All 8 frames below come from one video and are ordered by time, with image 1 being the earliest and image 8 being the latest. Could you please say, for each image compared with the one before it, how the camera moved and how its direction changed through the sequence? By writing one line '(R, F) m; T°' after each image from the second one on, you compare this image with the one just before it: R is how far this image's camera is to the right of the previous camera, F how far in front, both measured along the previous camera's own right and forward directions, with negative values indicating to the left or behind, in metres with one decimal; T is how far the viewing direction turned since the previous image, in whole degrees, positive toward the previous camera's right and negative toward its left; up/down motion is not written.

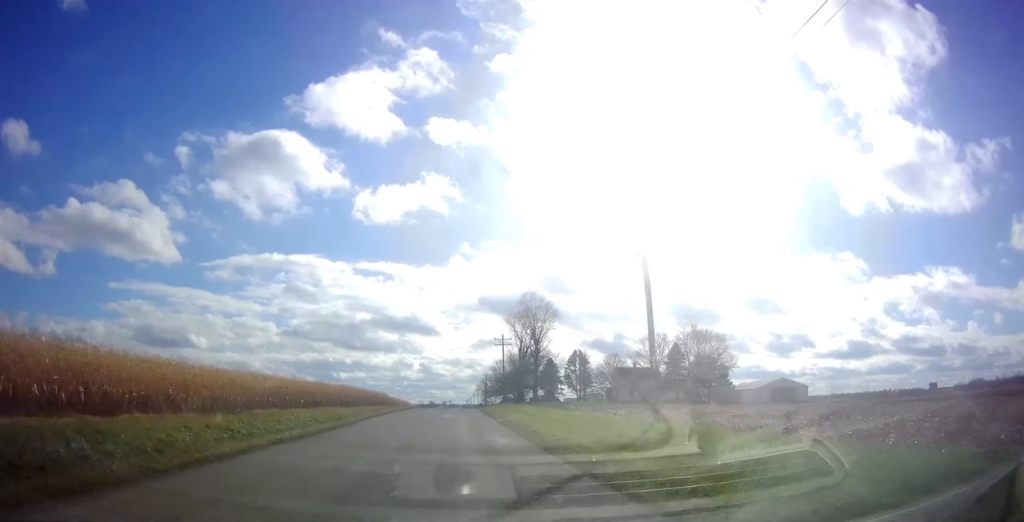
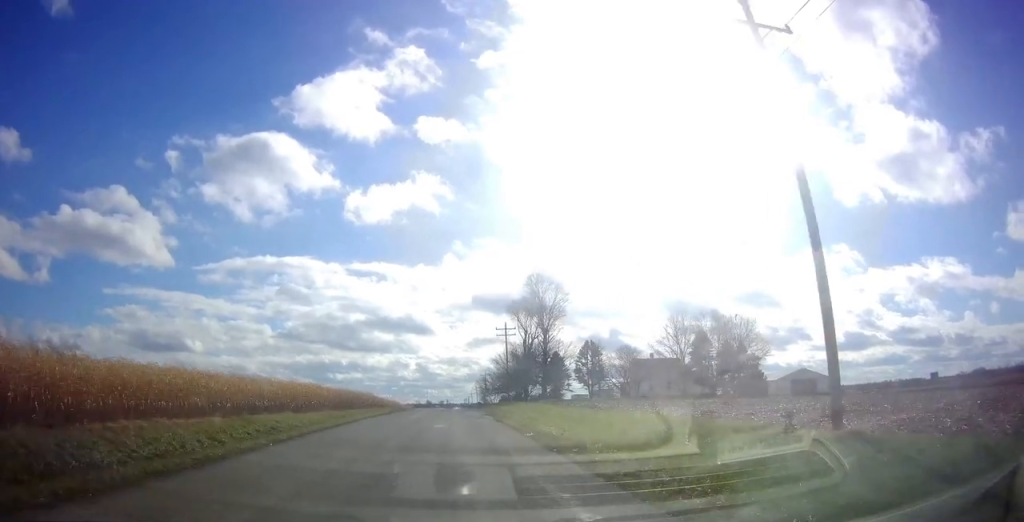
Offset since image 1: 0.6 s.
(+0.1, +13.3) m; +1°
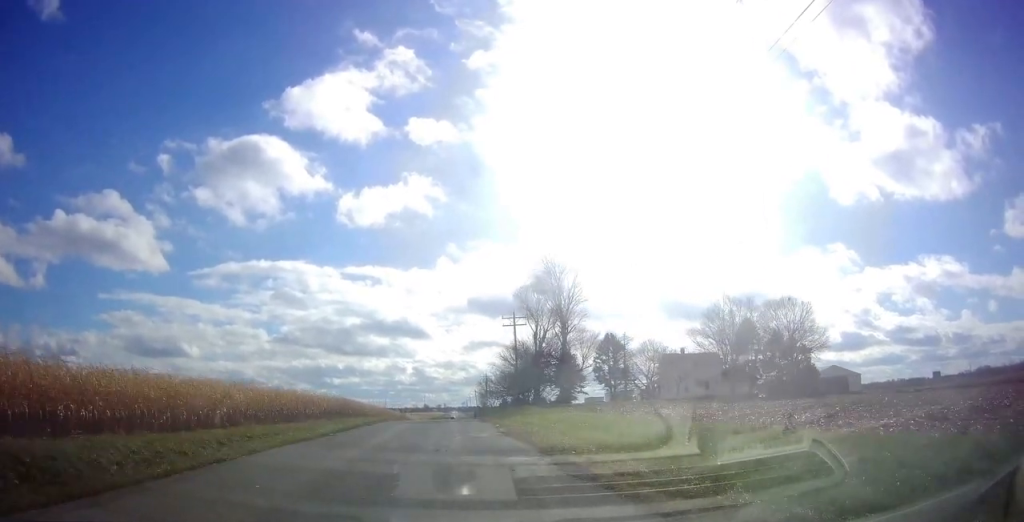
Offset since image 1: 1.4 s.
(0.0, +17.1) m; 0°
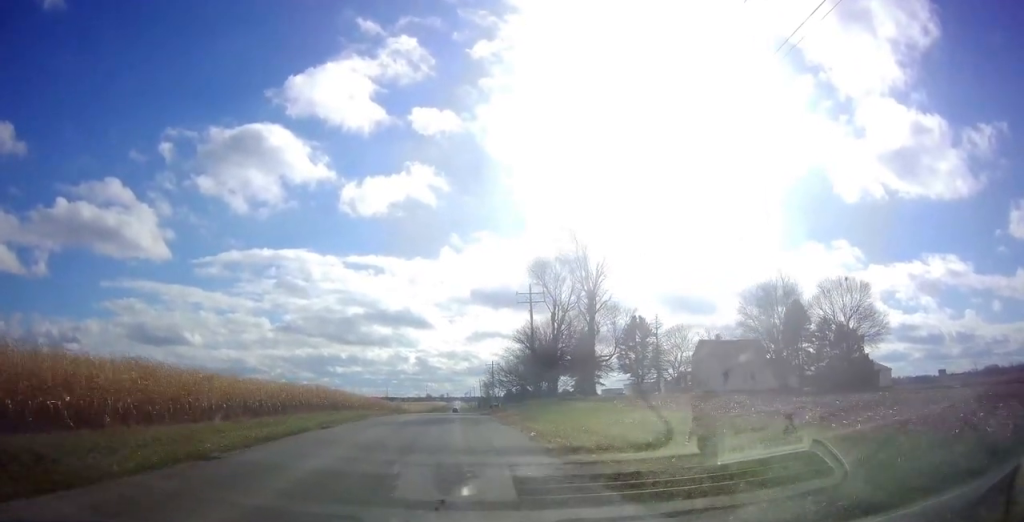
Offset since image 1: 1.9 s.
(0.0, +11.9) m; -1°
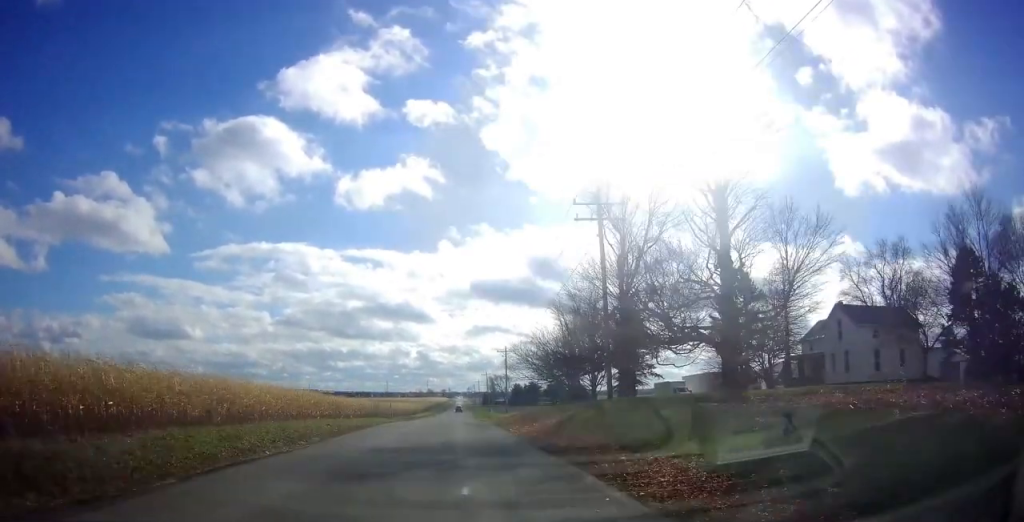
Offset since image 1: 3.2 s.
(-0.8, +29.4) m; -1°
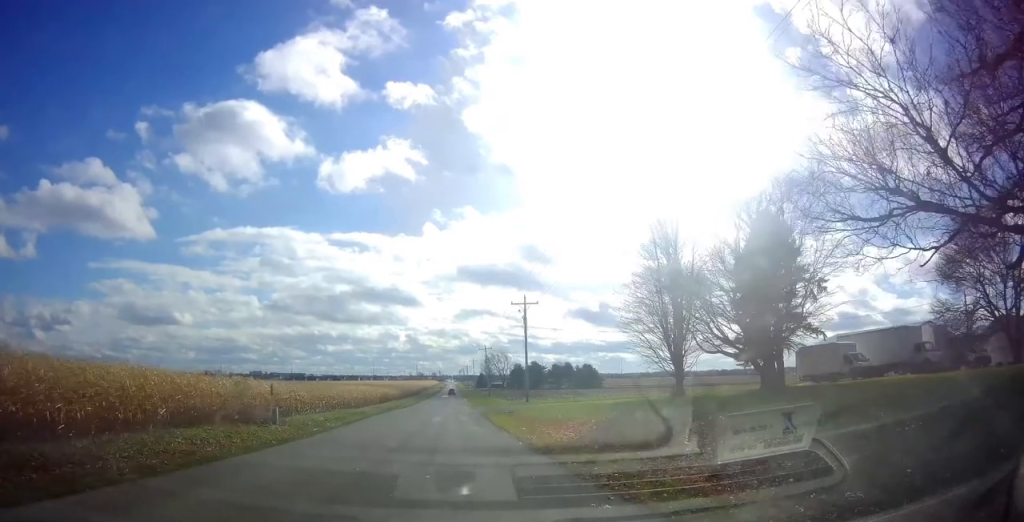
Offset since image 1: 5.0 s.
(+1.0, +39.8) m; +2°
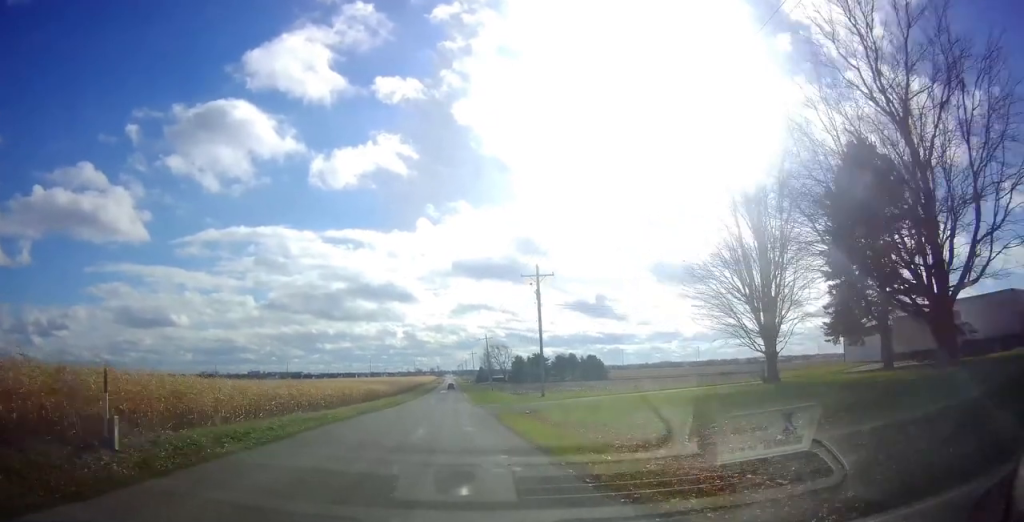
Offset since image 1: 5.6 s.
(0.0, +13.5) m; 0°
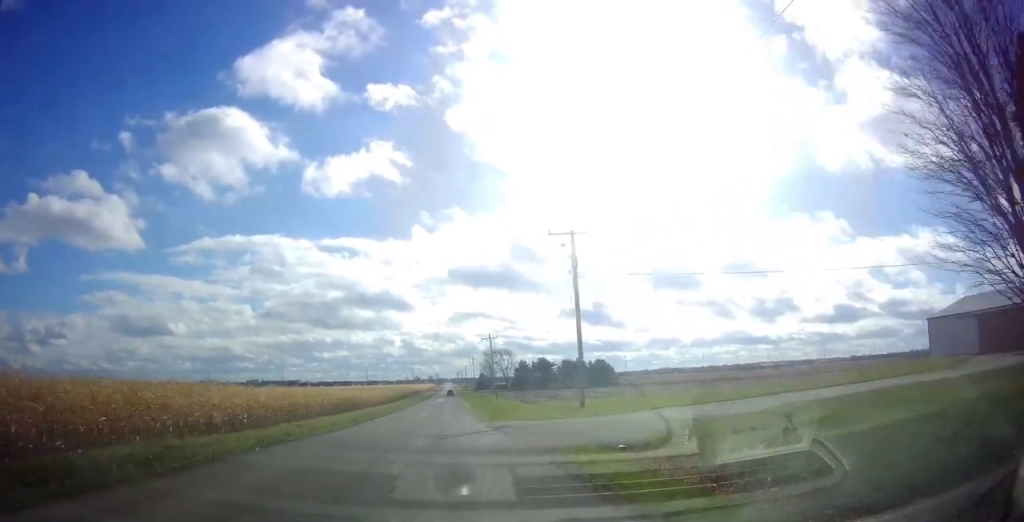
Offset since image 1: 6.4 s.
(0.0, +16.4) m; 0°
